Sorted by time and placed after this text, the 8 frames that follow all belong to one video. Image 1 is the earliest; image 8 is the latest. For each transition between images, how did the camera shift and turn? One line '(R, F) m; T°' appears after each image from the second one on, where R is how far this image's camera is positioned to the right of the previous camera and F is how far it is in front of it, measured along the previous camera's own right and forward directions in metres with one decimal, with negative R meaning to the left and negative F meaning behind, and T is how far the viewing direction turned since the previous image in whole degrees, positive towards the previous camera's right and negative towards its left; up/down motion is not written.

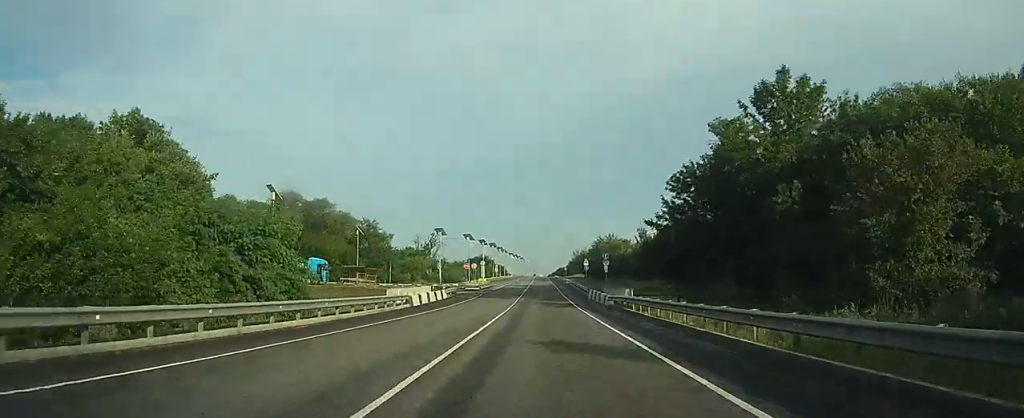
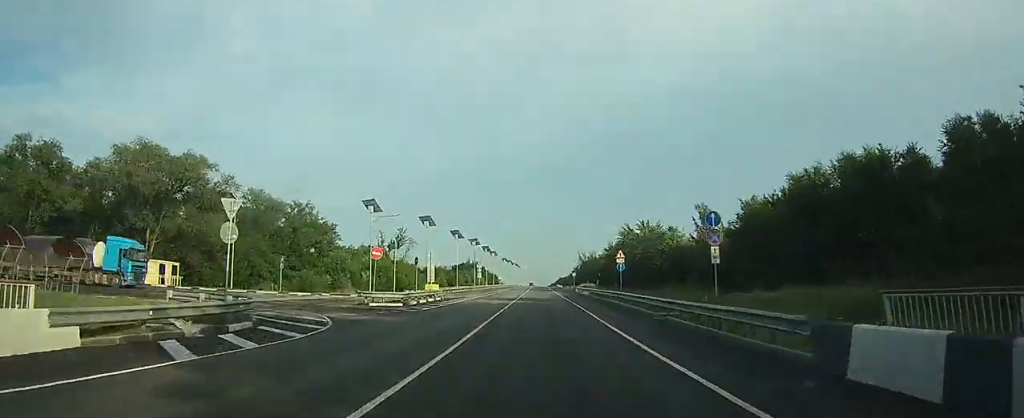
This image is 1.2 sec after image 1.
(0.0, +41.7) m; 0°
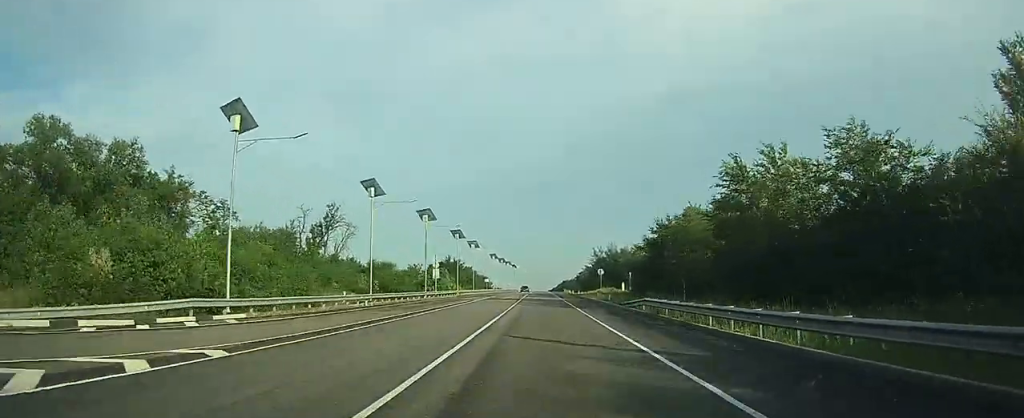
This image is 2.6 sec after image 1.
(-0.1, +48.3) m; 0°
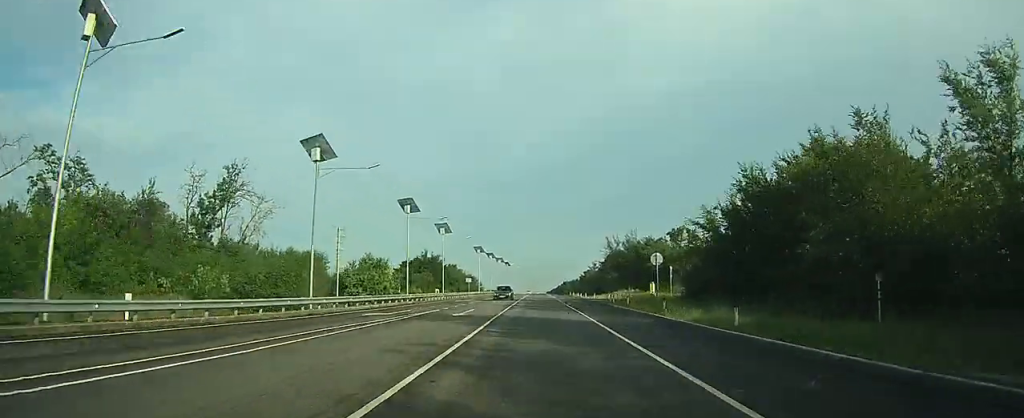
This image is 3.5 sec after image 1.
(0.0, +31.9) m; 0°
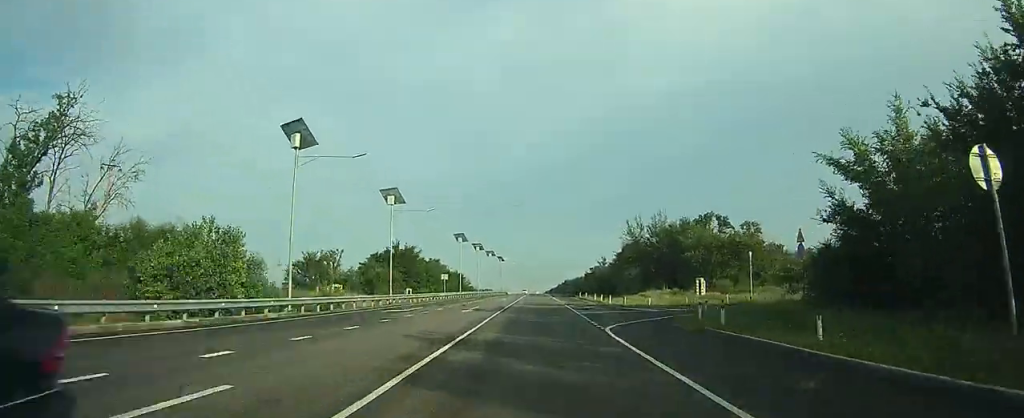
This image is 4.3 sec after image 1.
(+0.1, +26.1) m; 0°
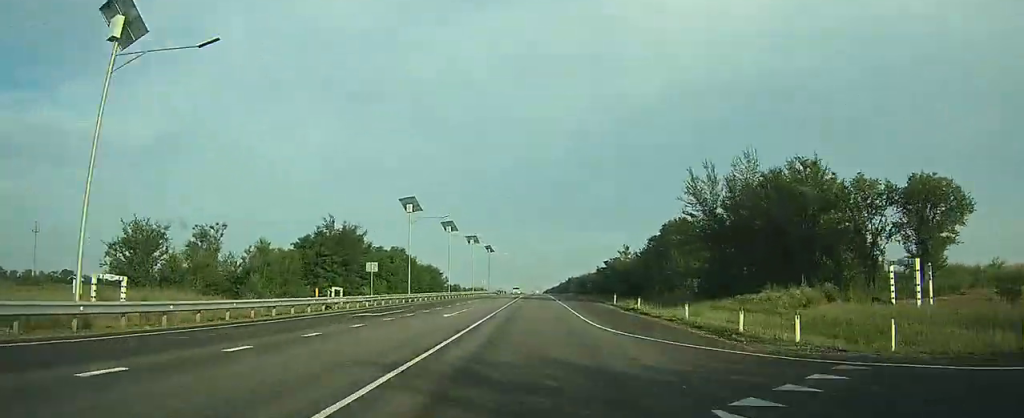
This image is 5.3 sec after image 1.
(0.0, +35.0) m; 0°
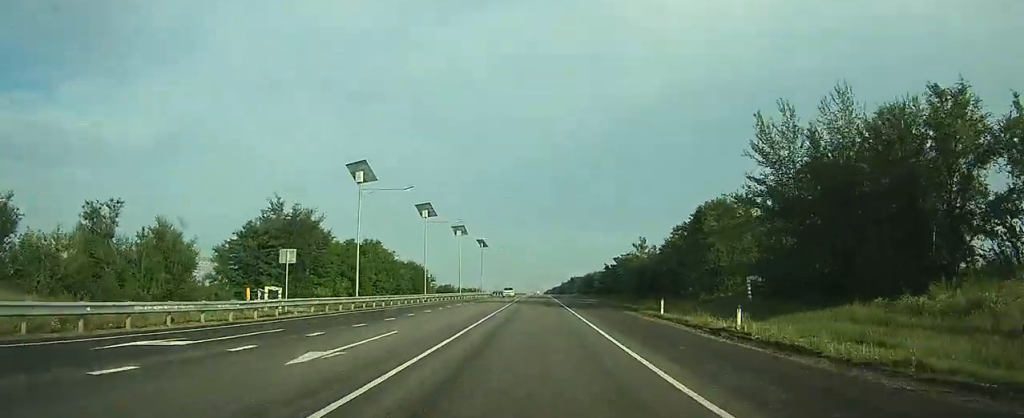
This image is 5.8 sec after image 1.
(0.0, +15.8) m; 0°
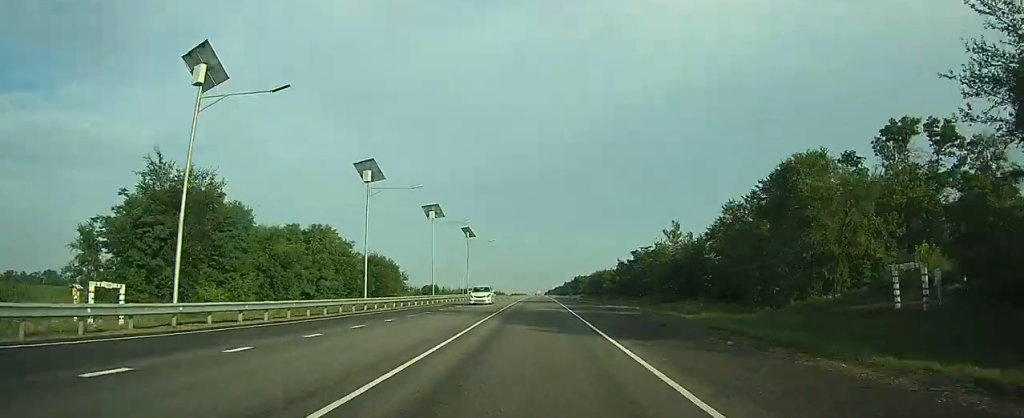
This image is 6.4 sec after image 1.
(+0.1, +20.3) m; 0°
